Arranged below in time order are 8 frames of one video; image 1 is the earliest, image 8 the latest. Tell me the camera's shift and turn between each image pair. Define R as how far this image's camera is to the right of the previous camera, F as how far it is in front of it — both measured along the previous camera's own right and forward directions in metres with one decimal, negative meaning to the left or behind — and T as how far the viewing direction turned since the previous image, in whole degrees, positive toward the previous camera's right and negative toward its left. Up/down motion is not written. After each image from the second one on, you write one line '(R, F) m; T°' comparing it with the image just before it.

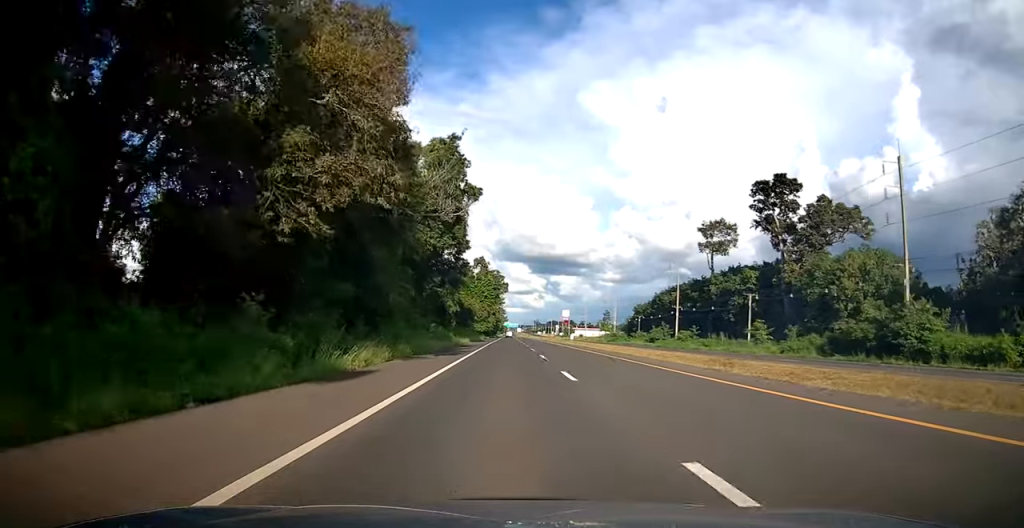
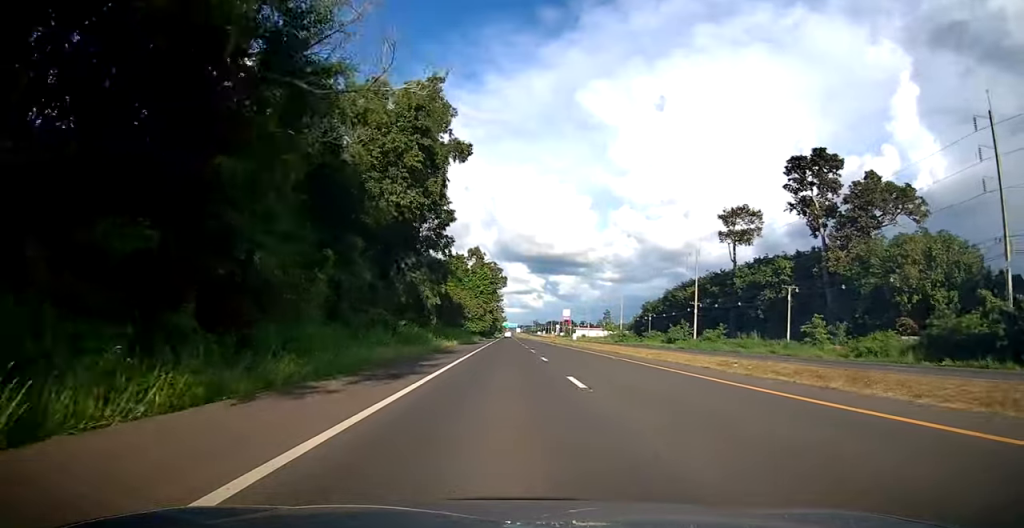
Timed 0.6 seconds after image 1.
(0.0, +12.3) m; 0°
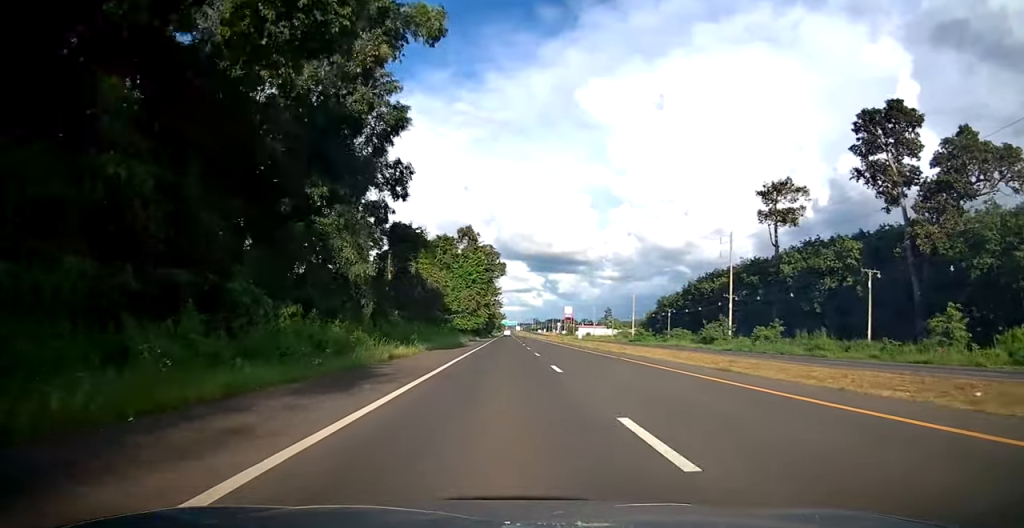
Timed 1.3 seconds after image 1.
(-0.1, +18.1) m; 0°
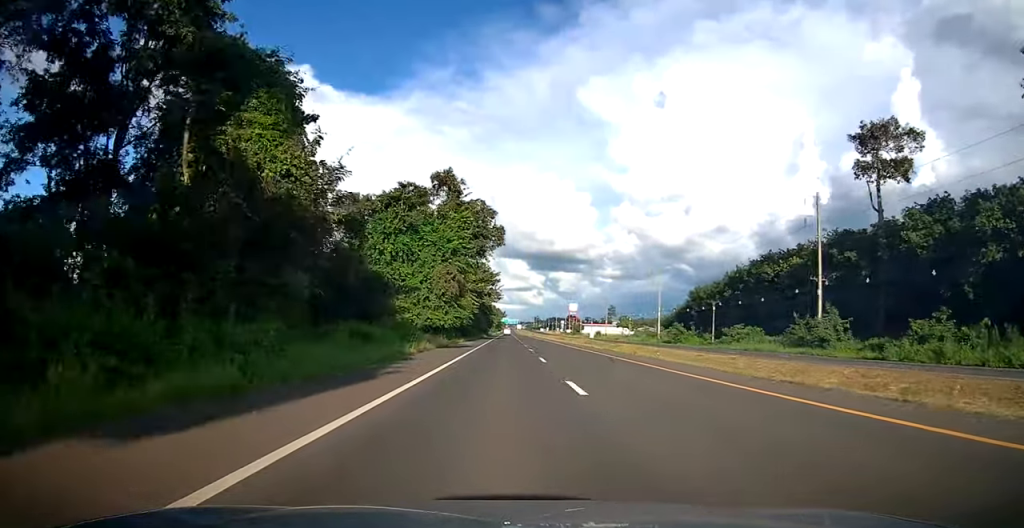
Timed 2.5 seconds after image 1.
(0.0, +30.2) m; 0°
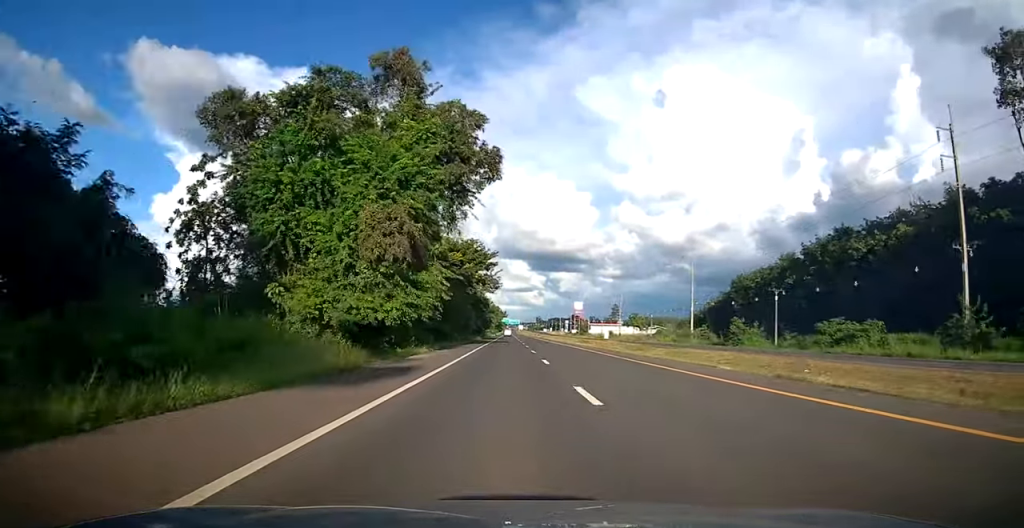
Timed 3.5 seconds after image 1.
(+0.1, +28.1) m; 0°
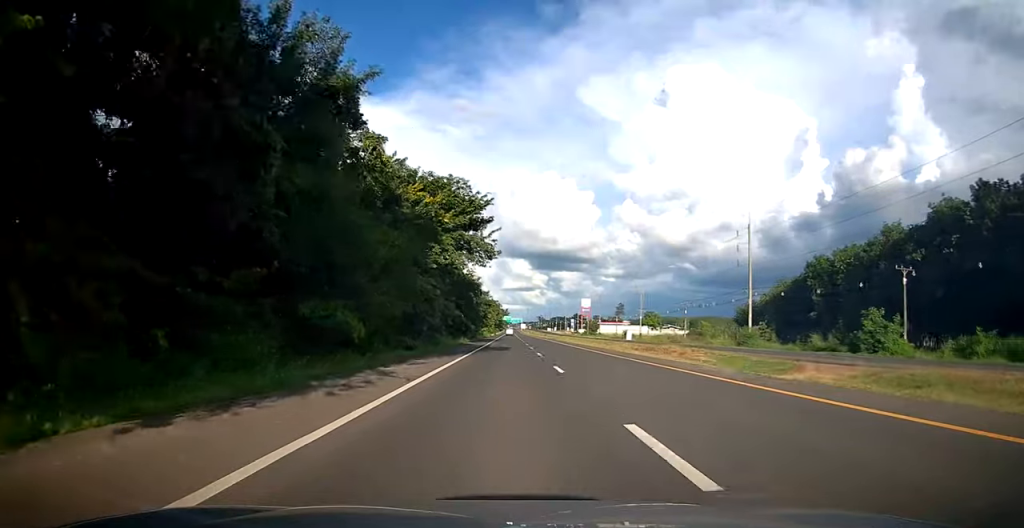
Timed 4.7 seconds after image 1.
(-0.1, +33.4) m; 0°
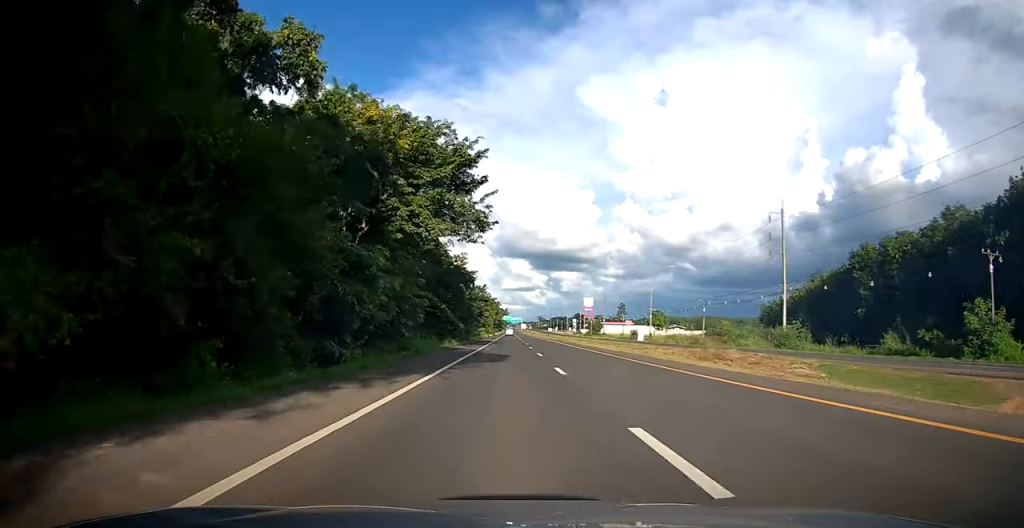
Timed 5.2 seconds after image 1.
(0.0, +12.8) m; 0°
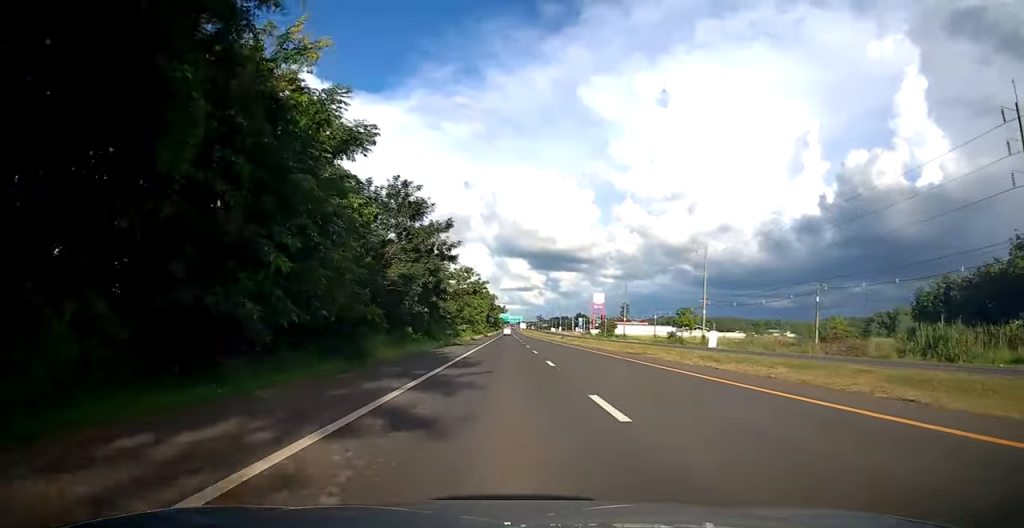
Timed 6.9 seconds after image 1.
(+0.2, +46.1) m; 0°
